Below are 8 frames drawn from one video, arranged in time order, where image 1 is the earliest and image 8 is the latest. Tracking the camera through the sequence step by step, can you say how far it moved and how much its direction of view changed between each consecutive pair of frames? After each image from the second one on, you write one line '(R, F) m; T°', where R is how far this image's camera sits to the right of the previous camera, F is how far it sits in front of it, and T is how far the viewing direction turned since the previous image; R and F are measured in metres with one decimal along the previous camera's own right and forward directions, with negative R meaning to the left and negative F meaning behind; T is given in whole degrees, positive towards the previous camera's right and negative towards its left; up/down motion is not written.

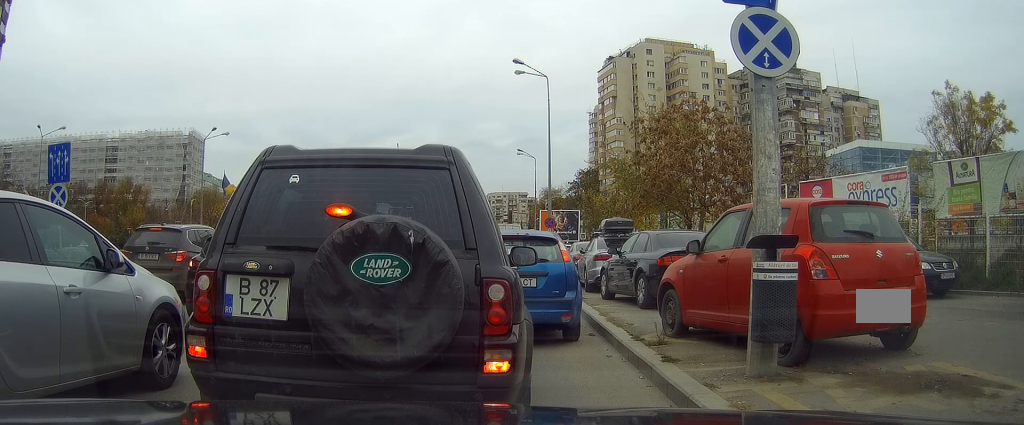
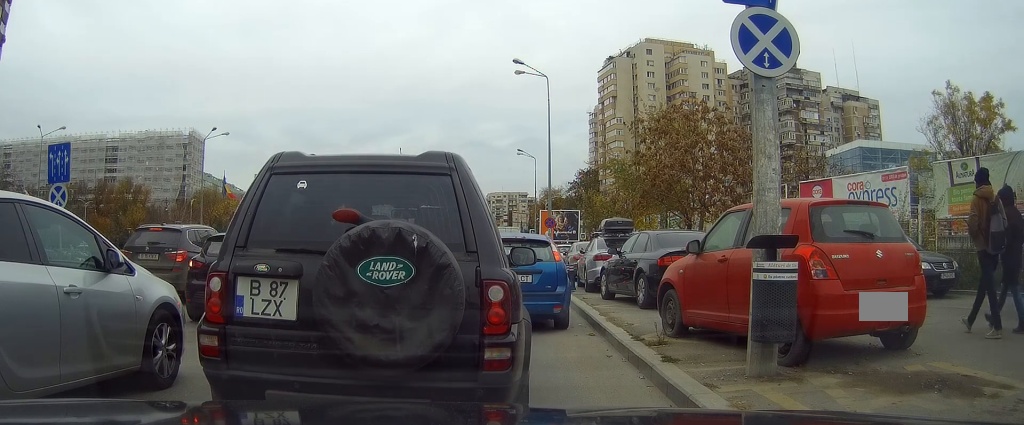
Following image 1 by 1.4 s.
(0.0, 0.0) m; 0°
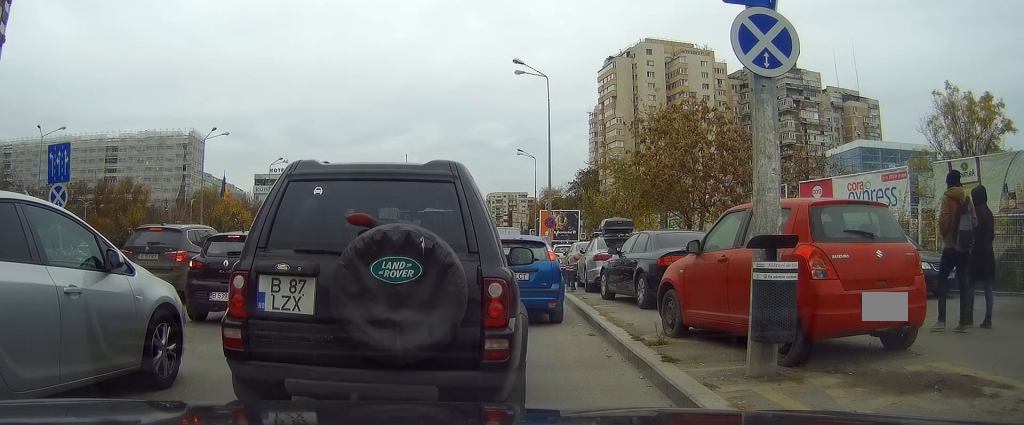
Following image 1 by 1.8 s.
(0.0, 0.0) m; 0°
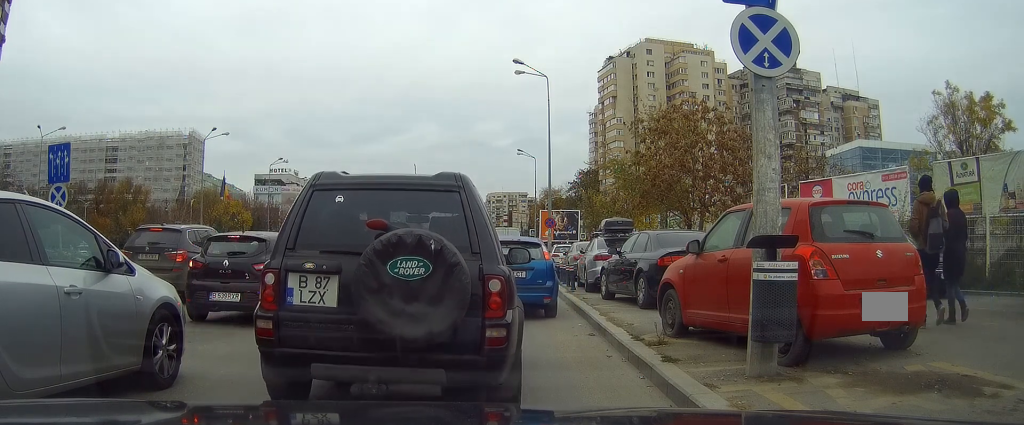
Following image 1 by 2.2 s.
(0.0, 0.0) m; 0°
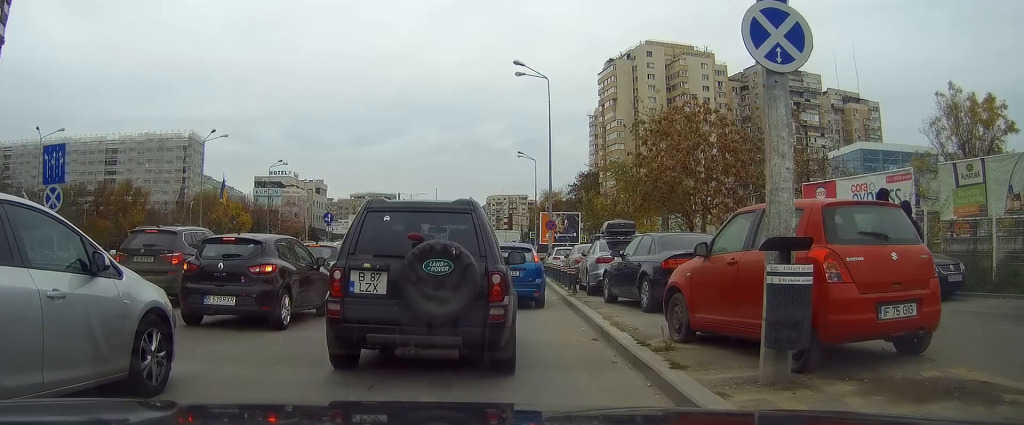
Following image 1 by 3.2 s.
(+0.1, +0.1) m; +2°
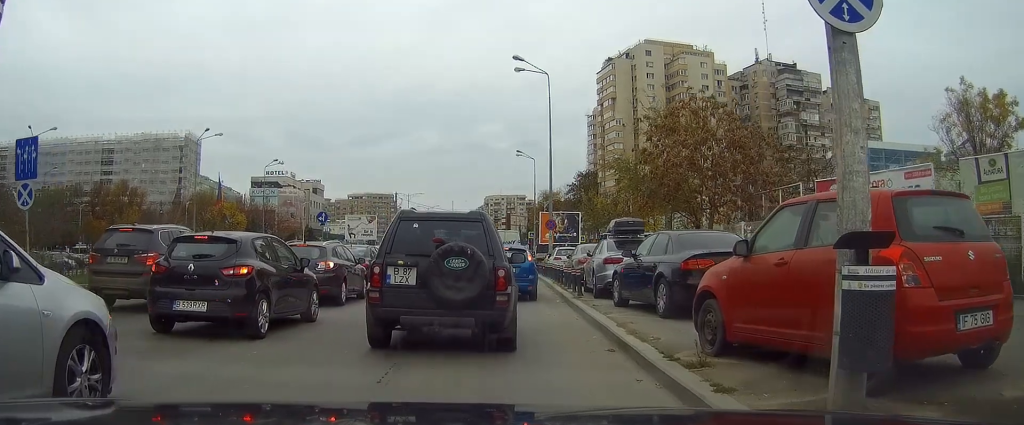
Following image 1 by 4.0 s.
(+0.1, +0.9) m; +3°
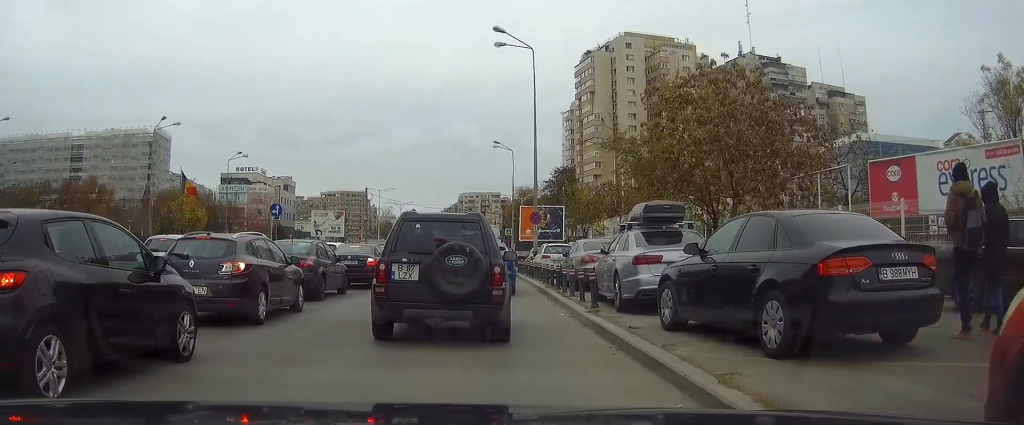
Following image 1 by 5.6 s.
(-0.2, +4.5) m; -5°
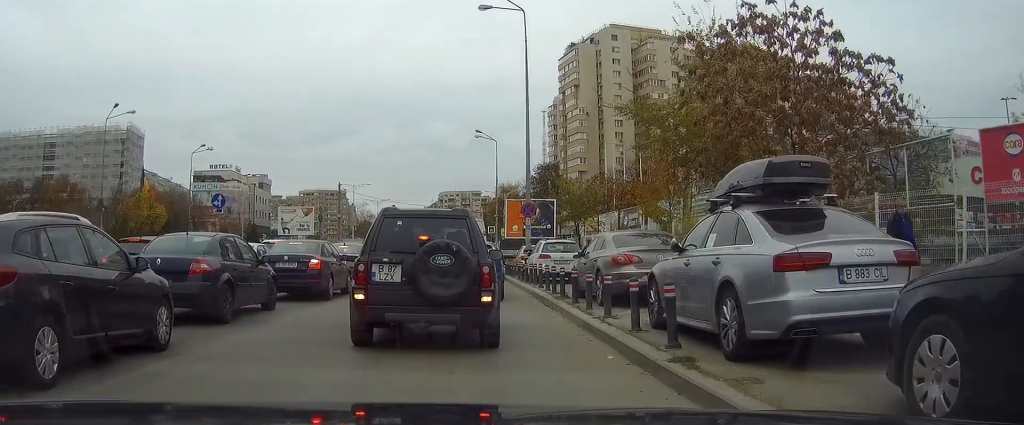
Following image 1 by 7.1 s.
(-0.2, +5.1) m; -2°
